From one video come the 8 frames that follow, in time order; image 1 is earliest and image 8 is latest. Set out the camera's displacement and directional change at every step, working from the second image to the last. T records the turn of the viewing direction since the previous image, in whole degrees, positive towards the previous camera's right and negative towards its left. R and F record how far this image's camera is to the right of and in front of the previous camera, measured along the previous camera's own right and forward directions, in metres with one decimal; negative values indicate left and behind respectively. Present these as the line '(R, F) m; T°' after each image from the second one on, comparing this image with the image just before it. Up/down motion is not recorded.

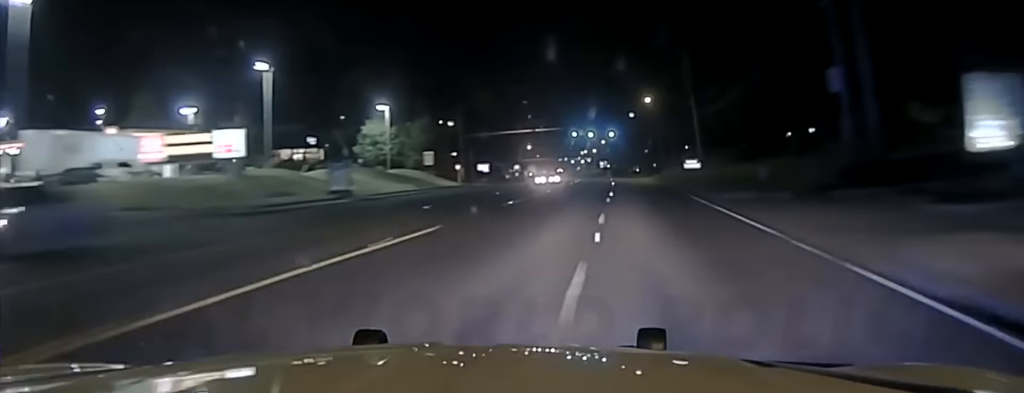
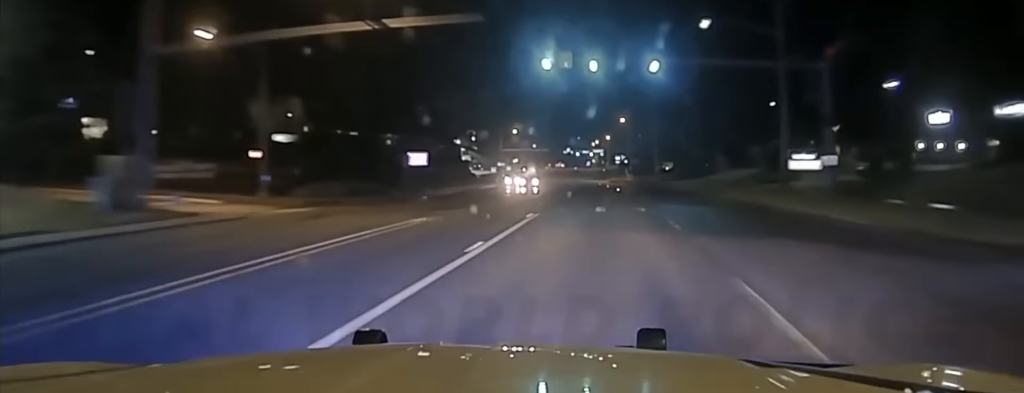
(+1.0, +87.0) m; 0°
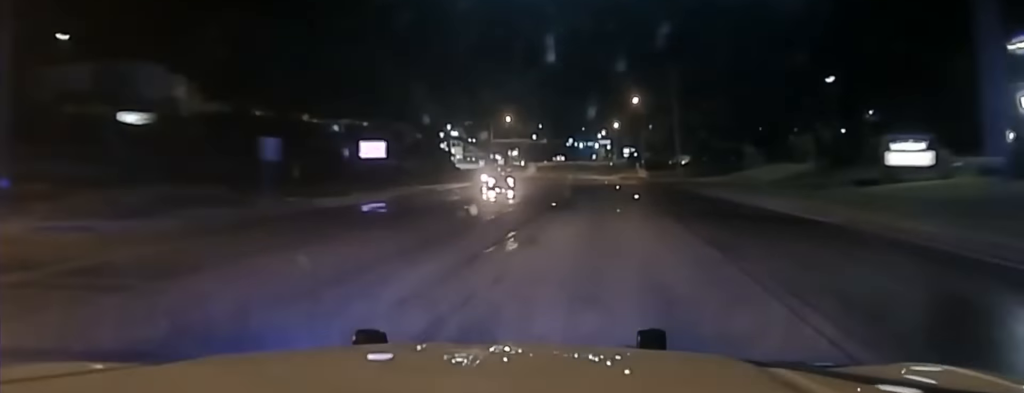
(0.0, +27.3) m; -1°
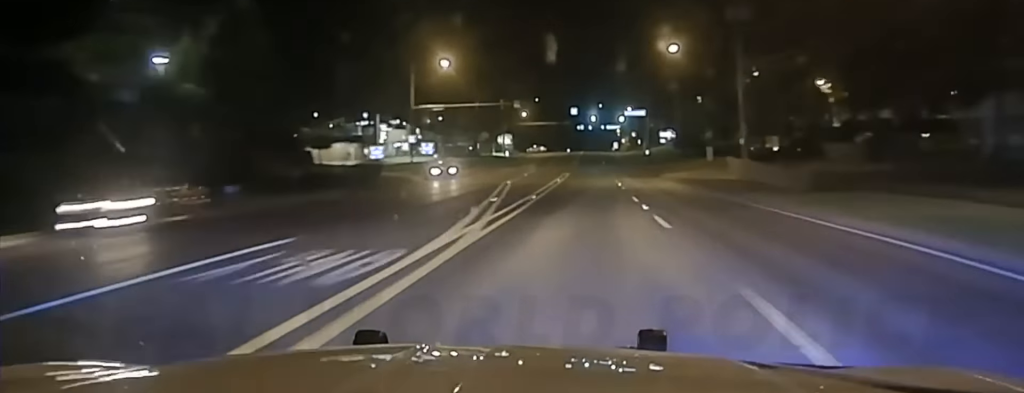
(-1.5, +87.2) m; -1°
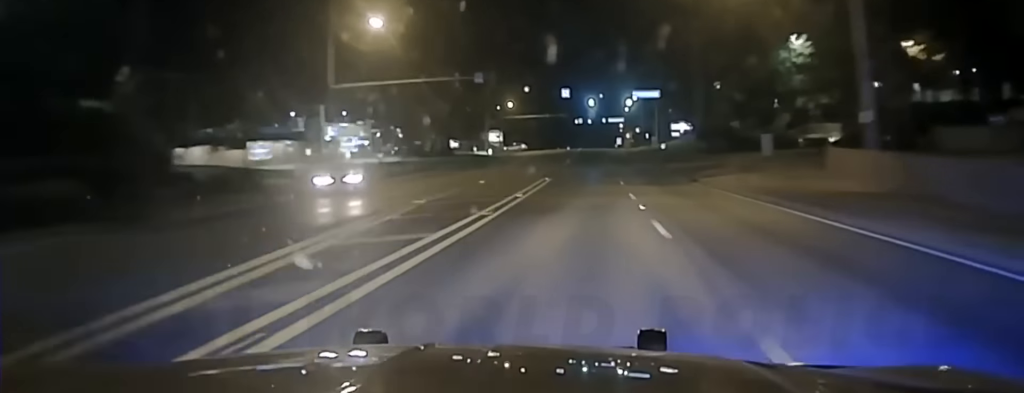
(-0.1, +26.9) m; 0°
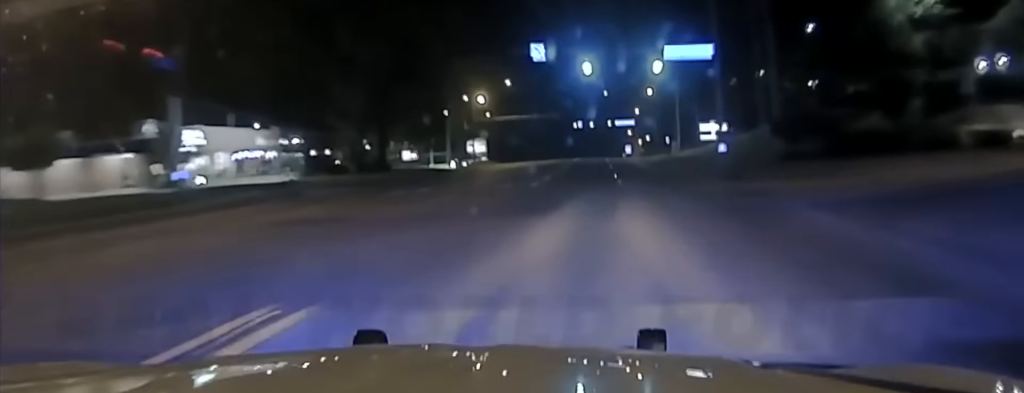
(-0.3, +39.2) m; -1°
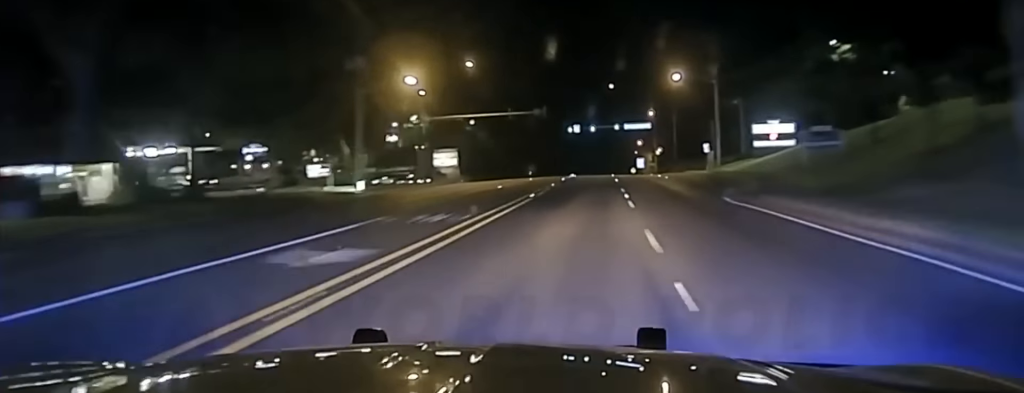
(0.0, +40.0) m; 0°
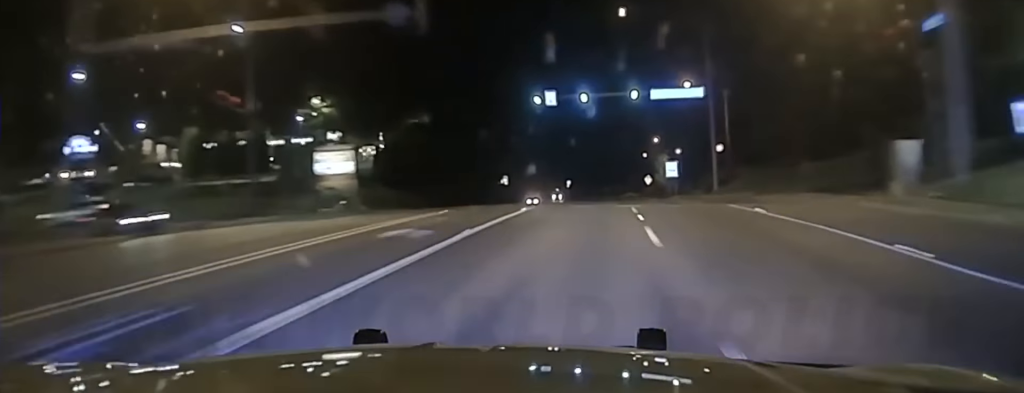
(-0.4, +57.0) m; 0°
